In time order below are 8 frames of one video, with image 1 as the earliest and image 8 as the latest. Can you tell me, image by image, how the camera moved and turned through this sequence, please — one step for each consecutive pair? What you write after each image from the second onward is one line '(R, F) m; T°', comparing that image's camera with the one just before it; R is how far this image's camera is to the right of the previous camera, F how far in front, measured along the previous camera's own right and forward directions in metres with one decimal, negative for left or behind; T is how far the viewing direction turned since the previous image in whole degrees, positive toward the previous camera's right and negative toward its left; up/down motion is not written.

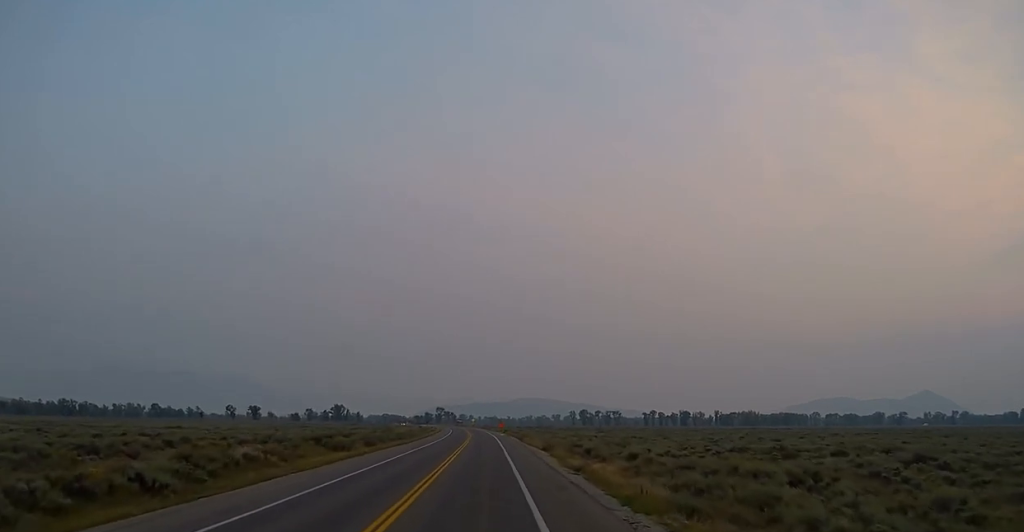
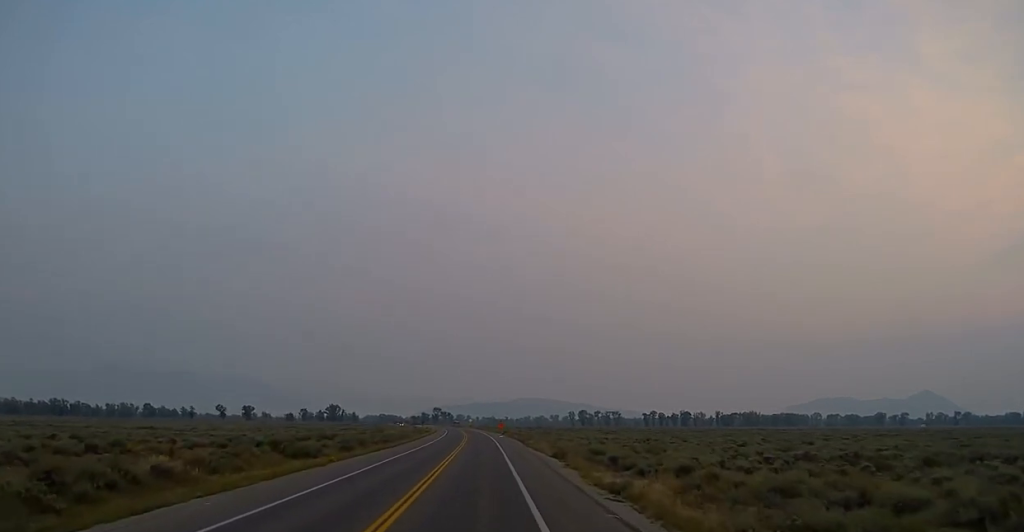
(+0.1, +9.5) m; 0°
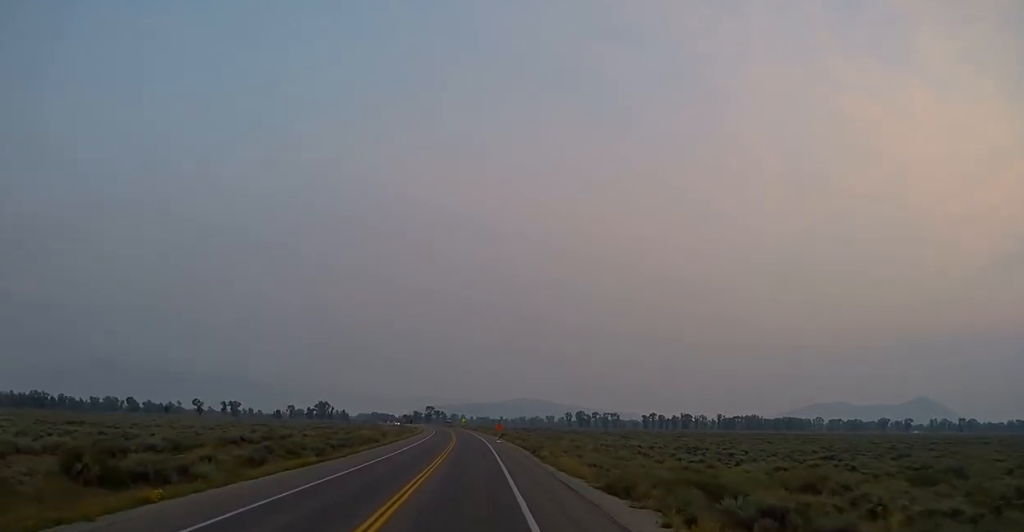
(0.0, +20.6) m; -1°
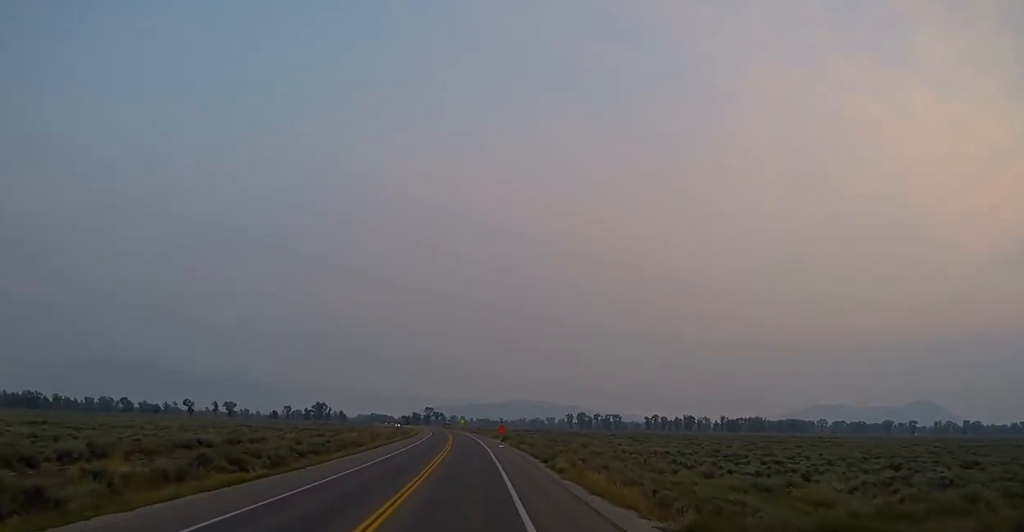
(0.0, +10.5) m; -1°
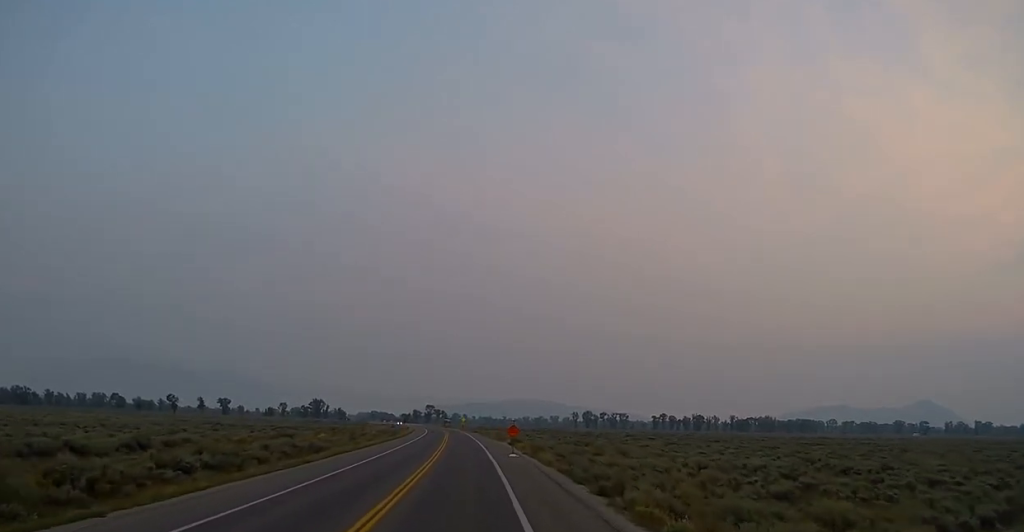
(-0.2, +19.6) m; -1°
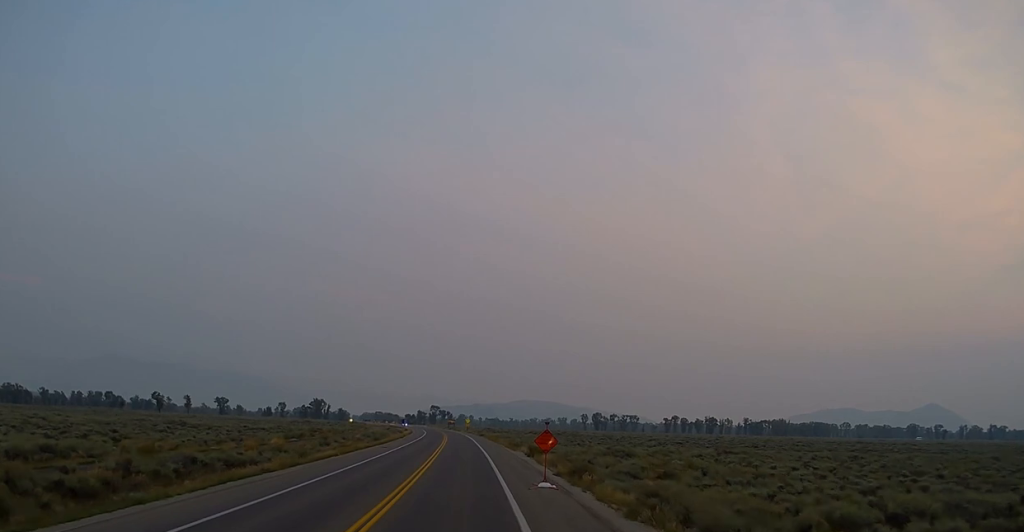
(-0.2, +17.9) m; +1°
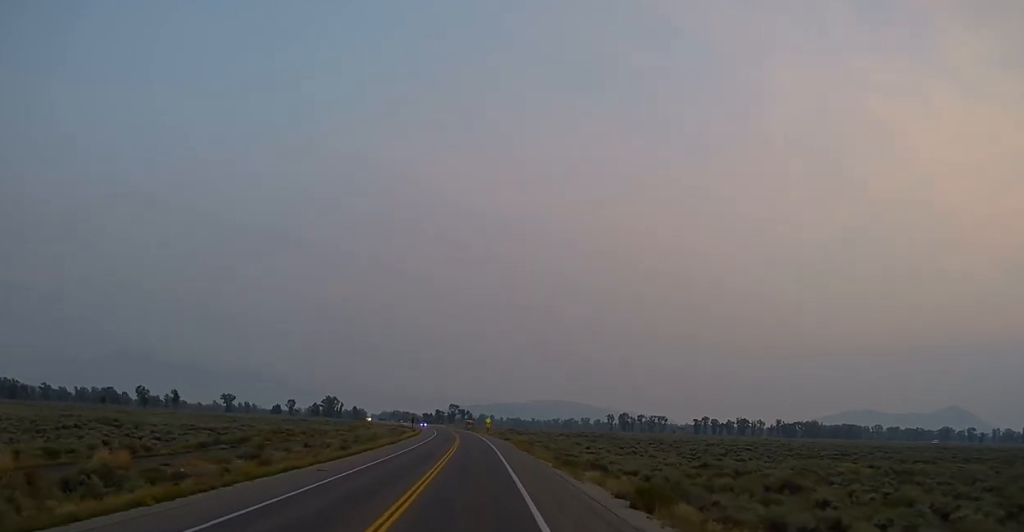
(+0.4, +26.9) m; 0°
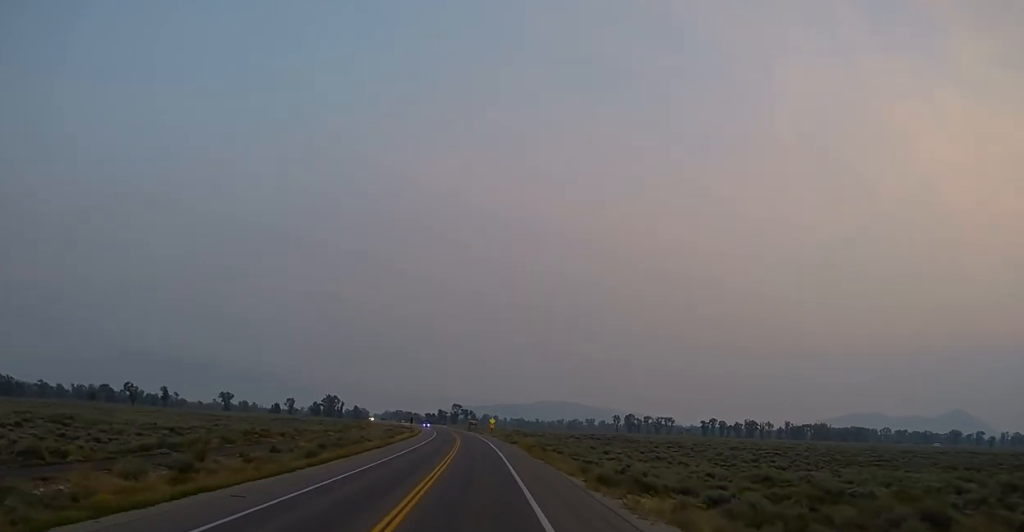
(-0.2, +10.8) m; -1°
